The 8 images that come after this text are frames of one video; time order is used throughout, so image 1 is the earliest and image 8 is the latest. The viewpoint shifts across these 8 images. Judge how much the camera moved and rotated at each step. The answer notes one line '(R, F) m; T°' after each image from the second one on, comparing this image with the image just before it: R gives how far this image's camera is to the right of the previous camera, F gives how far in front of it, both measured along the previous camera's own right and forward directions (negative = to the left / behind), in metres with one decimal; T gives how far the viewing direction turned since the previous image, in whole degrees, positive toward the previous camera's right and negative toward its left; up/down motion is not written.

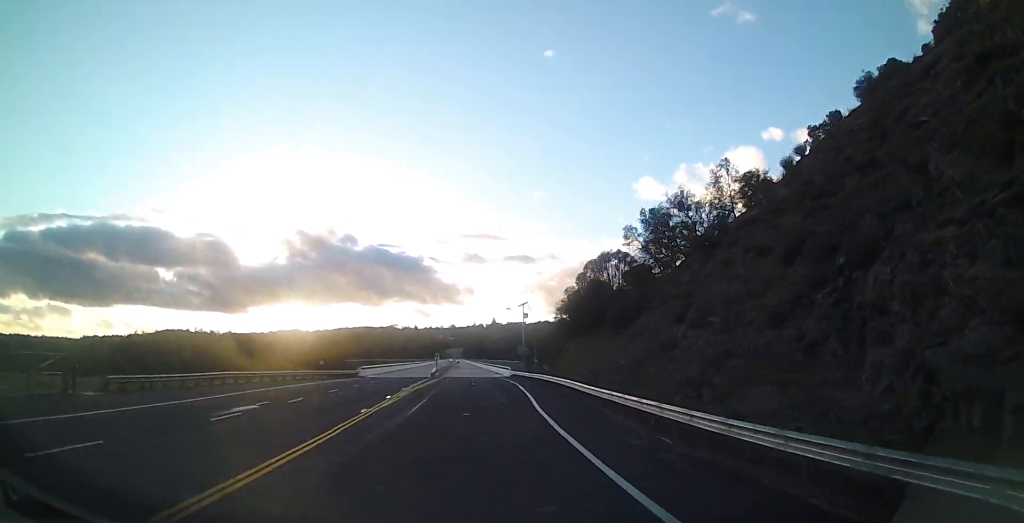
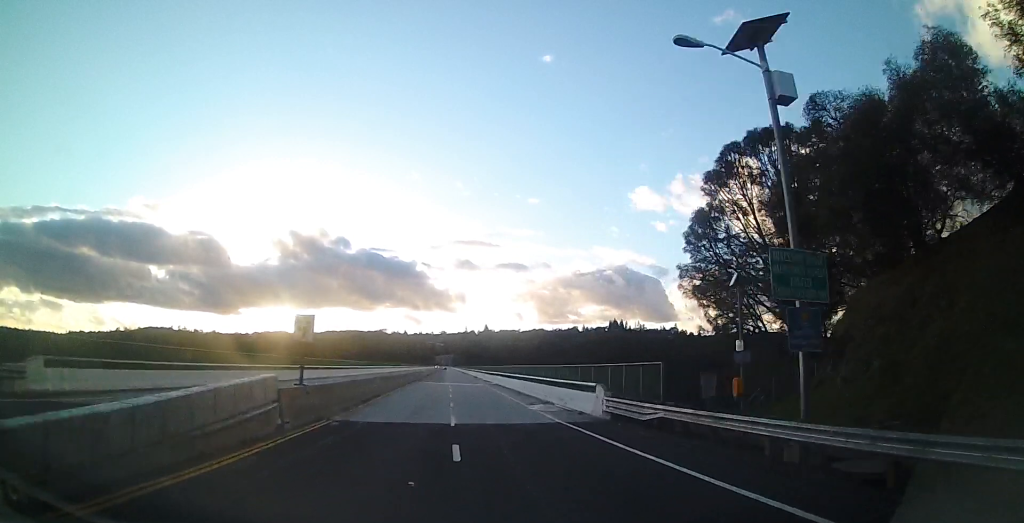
(+0.5, +57.1) m; +1°
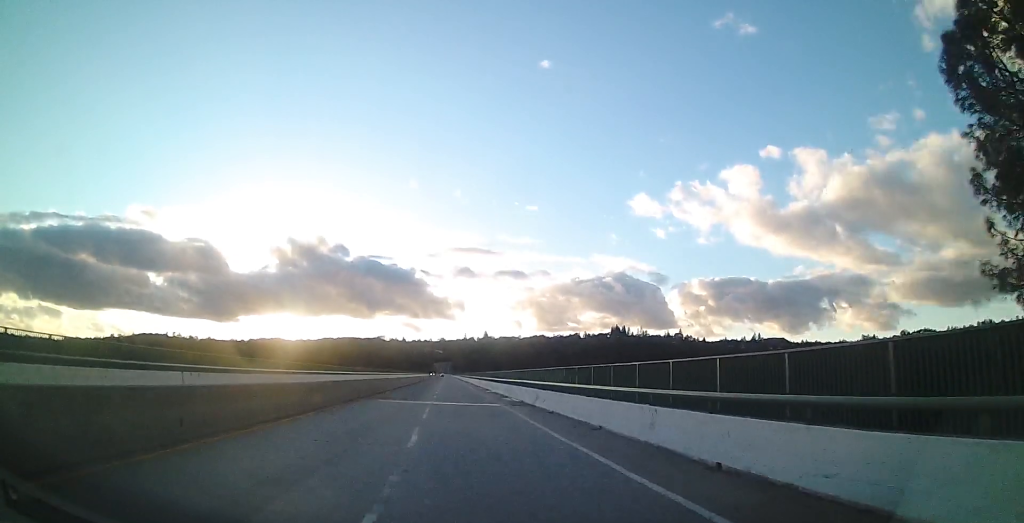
(+0.1, +28.9) m; +1°
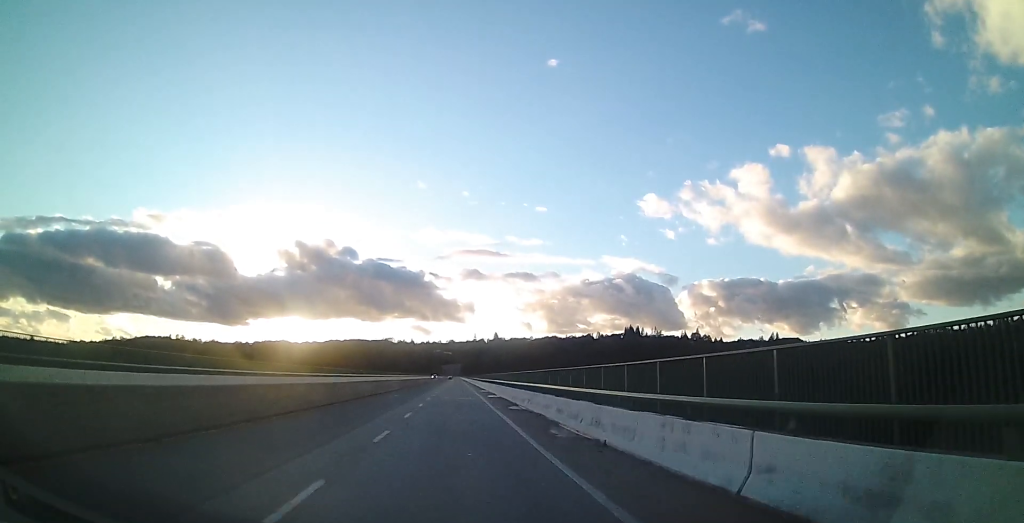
(+0.1, +38.0) m; -1°
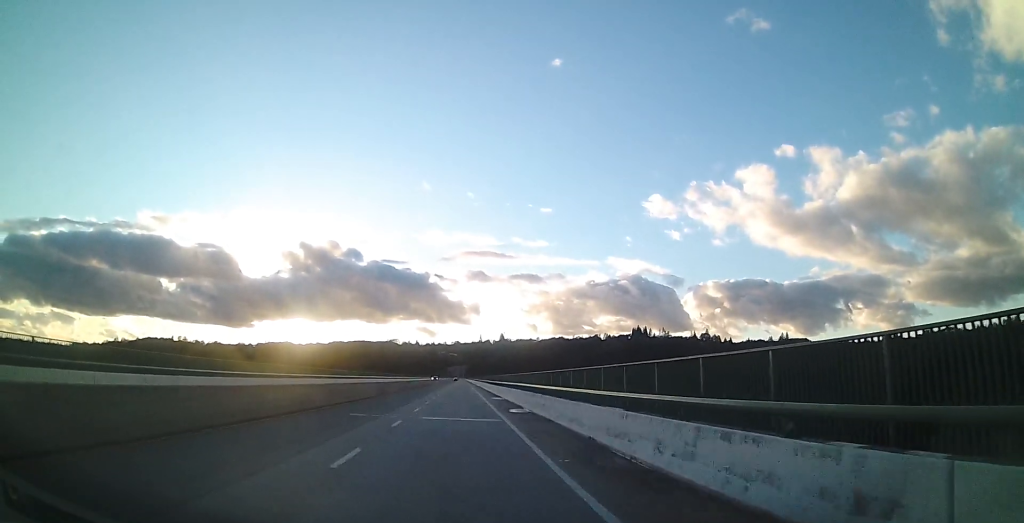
(-0.1, +18.3) m; -1°
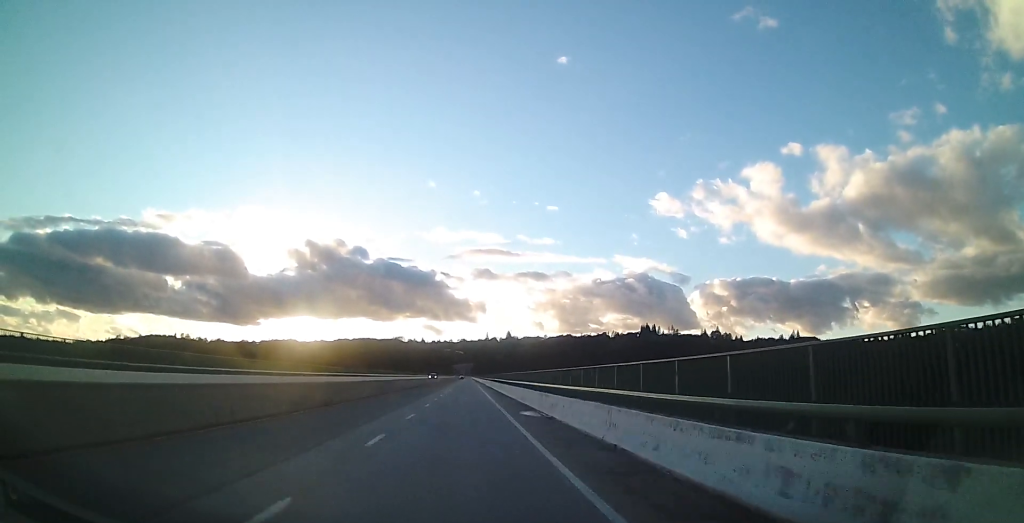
(+0.1, +19.2) m; -1°
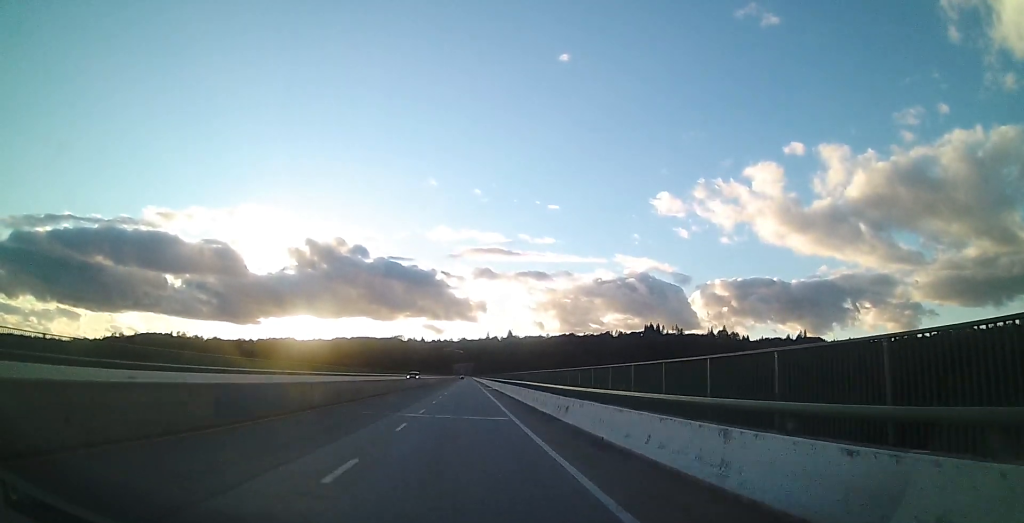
(-0.4, +25.9) m; -1°
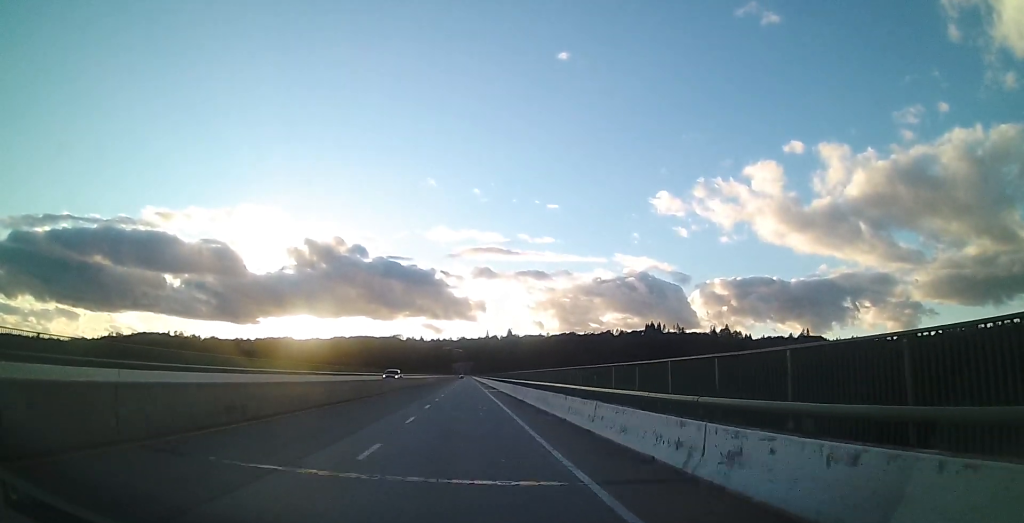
(-0.1, +12.5) m; 0°
